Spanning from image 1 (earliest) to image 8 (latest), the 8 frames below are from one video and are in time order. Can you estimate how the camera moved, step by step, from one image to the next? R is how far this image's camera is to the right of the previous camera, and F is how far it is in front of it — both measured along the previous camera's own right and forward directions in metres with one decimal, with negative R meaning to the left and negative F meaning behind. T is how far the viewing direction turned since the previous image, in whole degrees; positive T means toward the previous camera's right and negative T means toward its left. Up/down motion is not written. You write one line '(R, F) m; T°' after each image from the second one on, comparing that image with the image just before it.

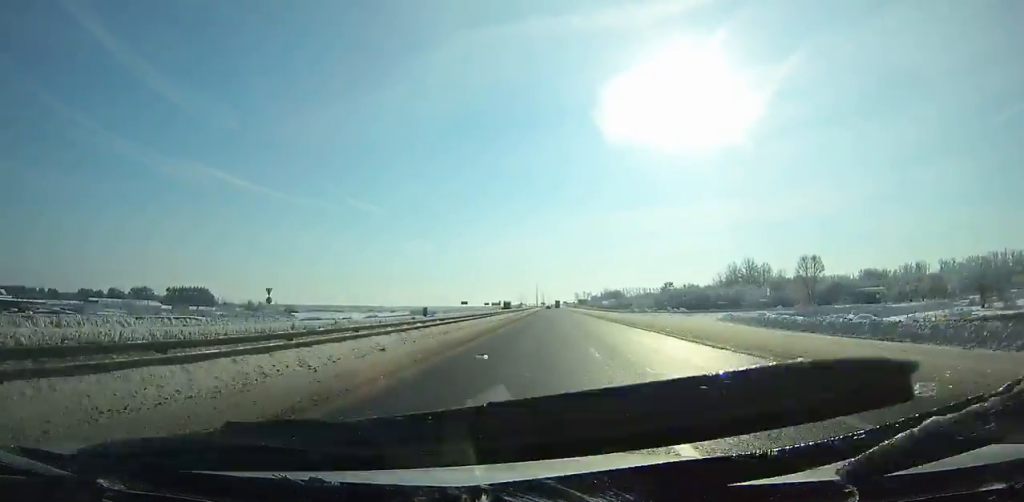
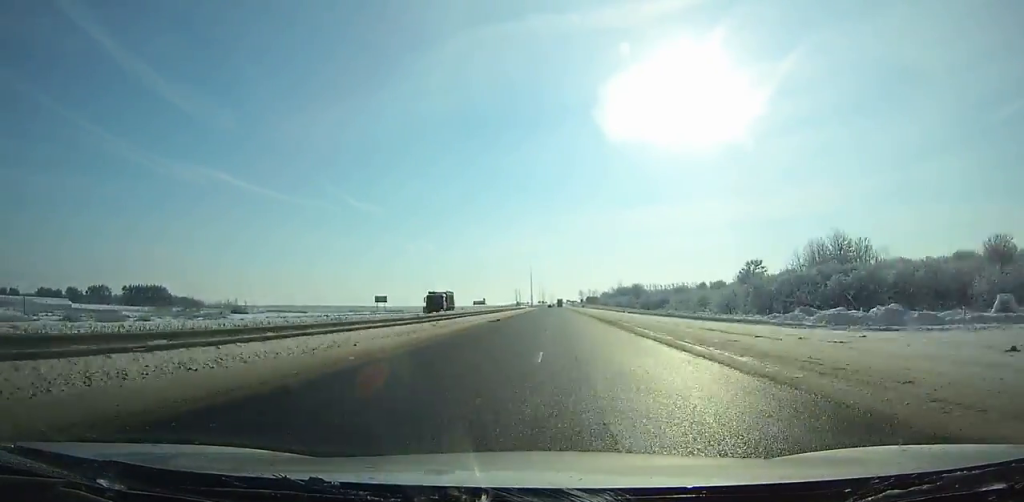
(+0.1, +72.3) m; 0°
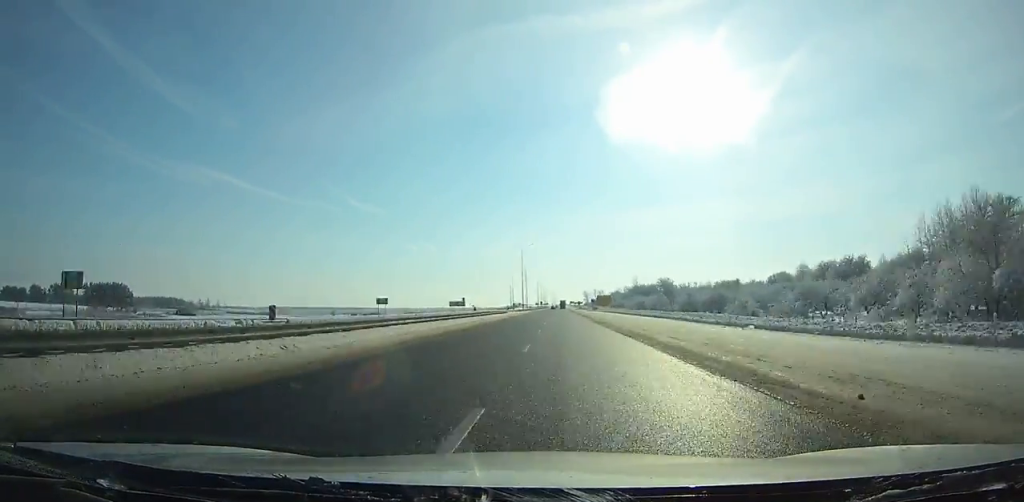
(0.0, +56.8) m; 0°
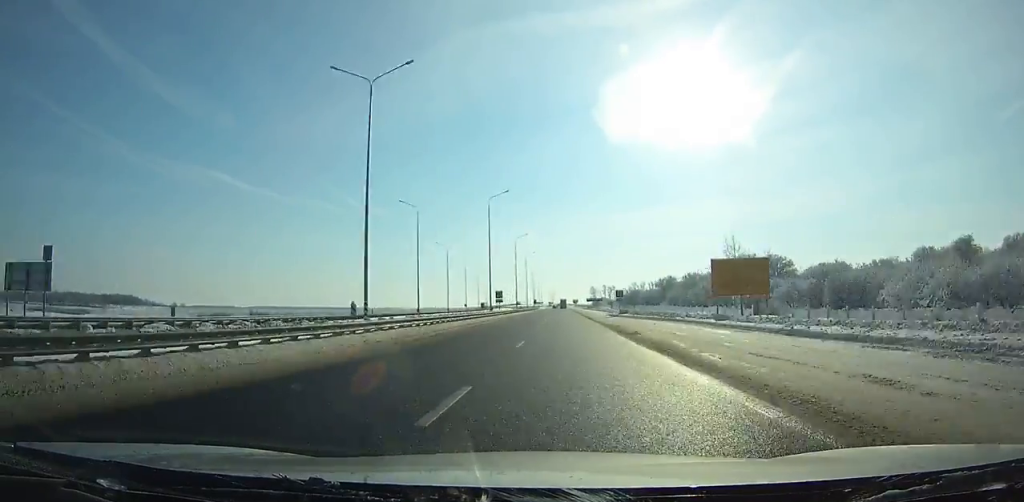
(-0.2, +154.1) m; 0°
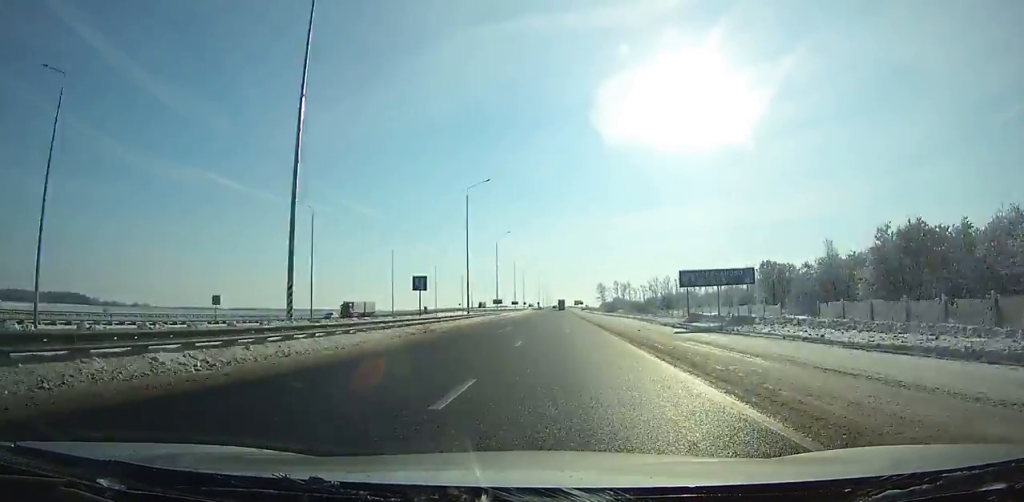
(0.0, +143.0) m; 0°
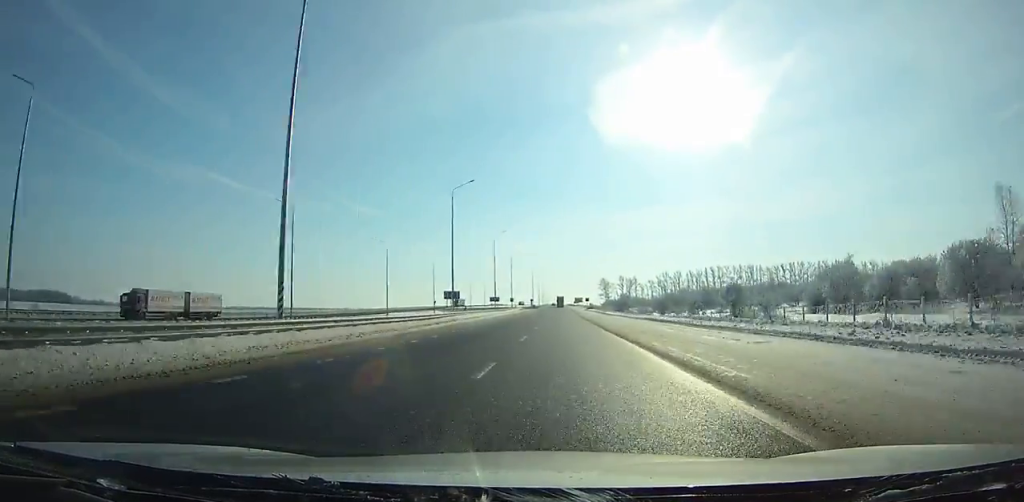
(0.0, +44.9) m; 0°
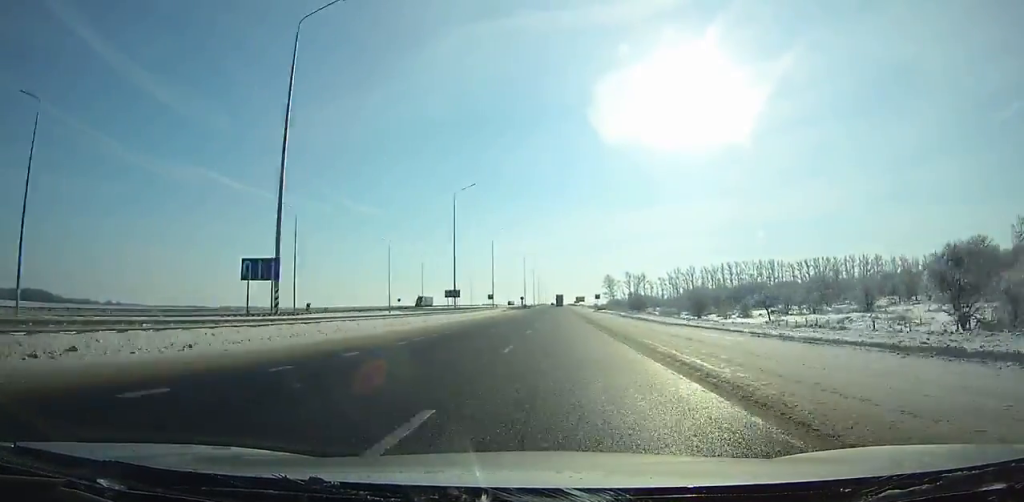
(0.0, +42.1) m; 0°
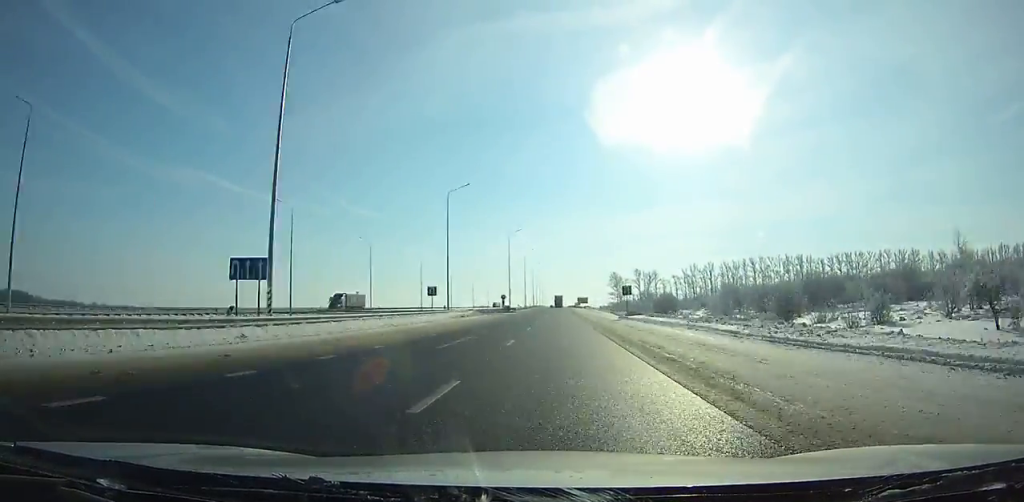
(0.0, +45.2) m; 0°
